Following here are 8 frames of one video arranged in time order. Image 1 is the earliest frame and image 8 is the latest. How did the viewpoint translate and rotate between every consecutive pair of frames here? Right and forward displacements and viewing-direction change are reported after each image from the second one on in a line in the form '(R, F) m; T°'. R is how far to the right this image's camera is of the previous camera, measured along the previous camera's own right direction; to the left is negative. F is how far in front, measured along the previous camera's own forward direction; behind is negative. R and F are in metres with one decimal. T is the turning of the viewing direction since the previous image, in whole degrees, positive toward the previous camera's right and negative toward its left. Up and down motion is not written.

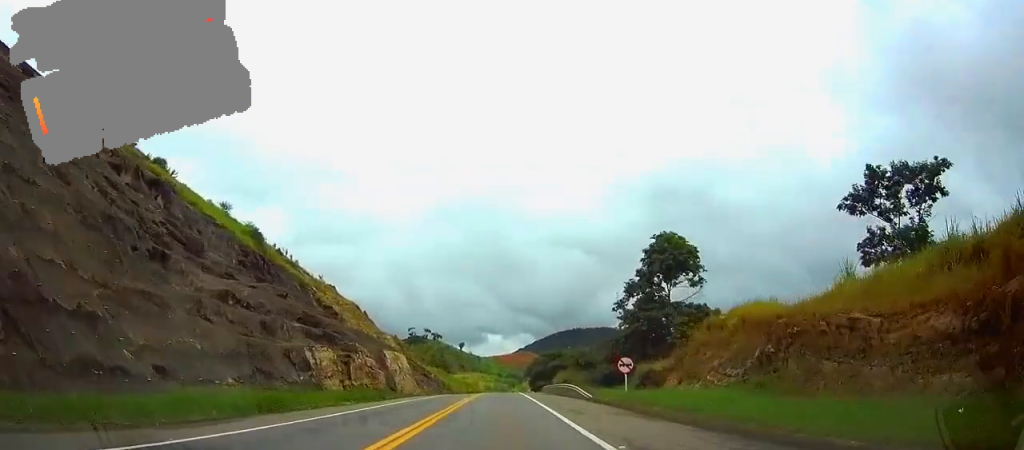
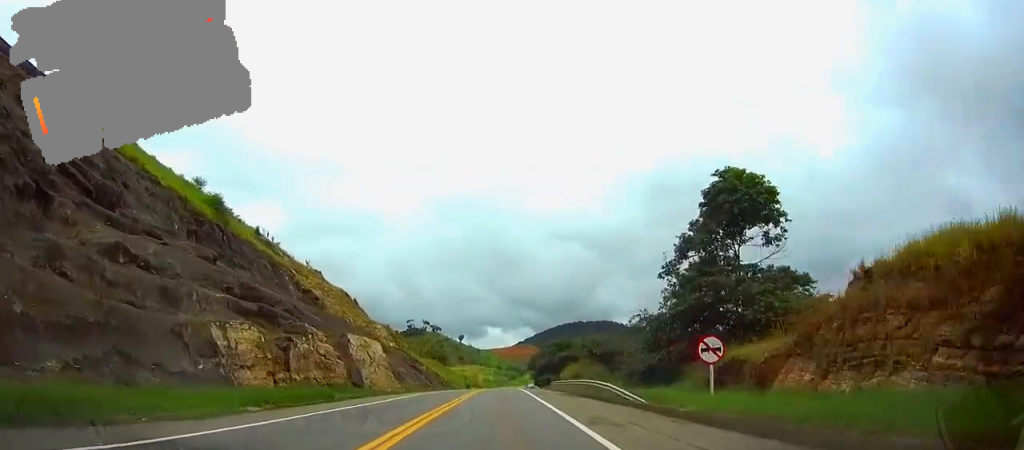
(0.0, +15.7) m; 0°
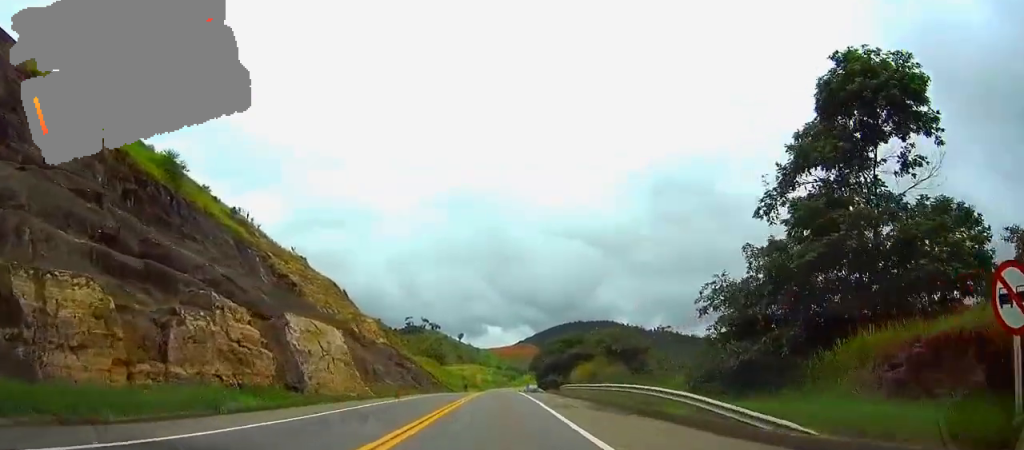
(0.0, +14.9) m; 0°
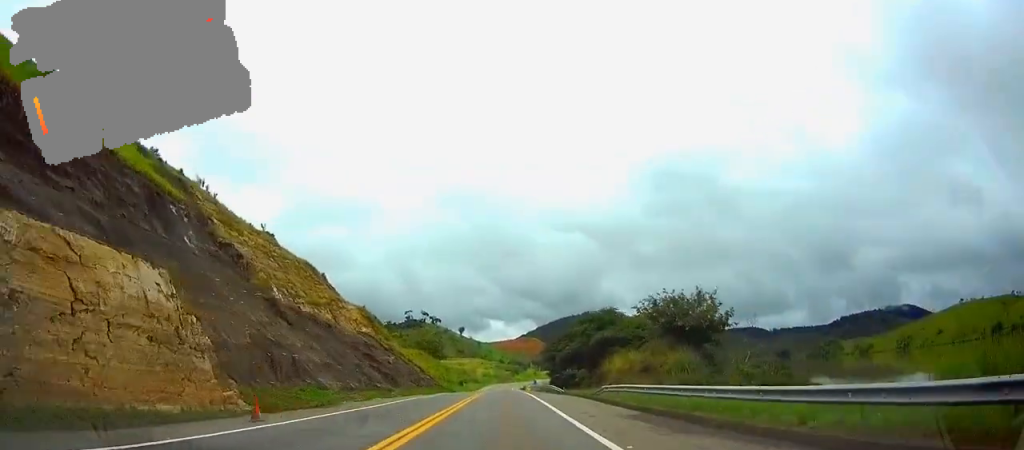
(0.0, +25.3) m; 0°
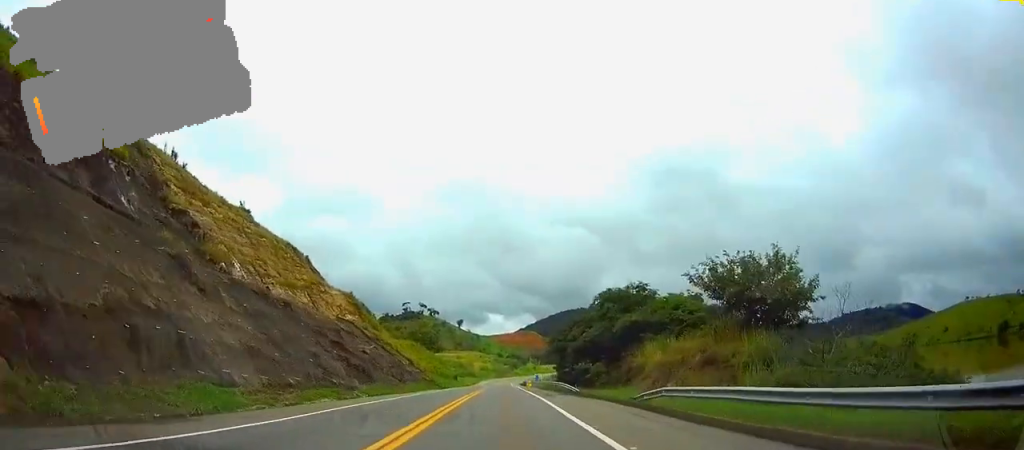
(0.0, +14.2) m; 0°
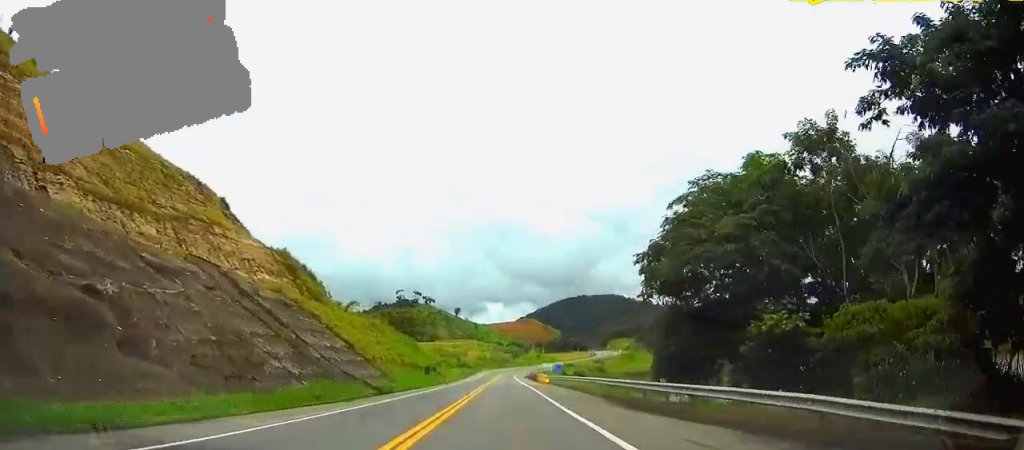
(-0.1, +50.0) m; 0°
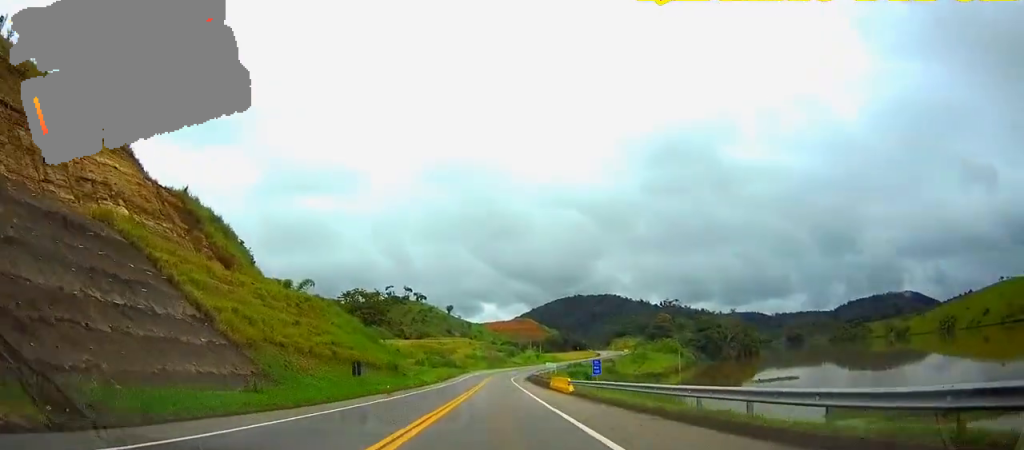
(0.0, +36.7) m; 0°
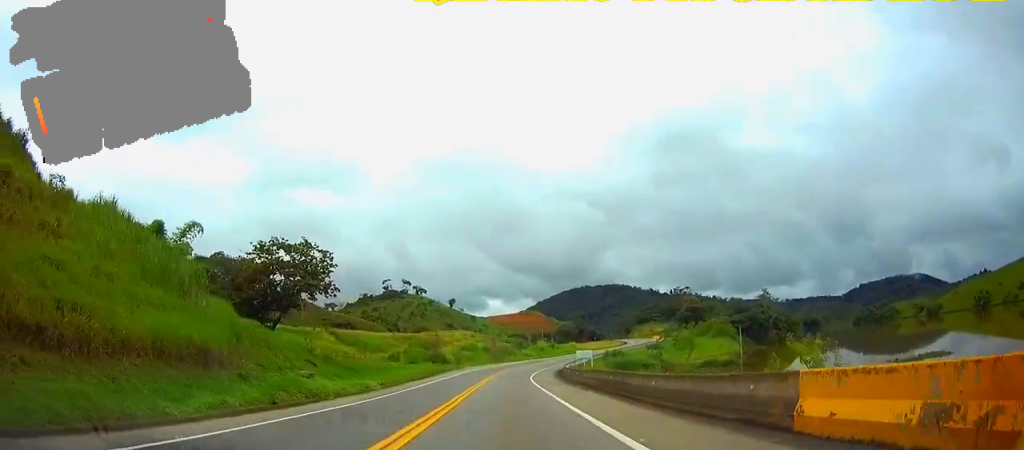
(0.0, +54.3) m; 0°
